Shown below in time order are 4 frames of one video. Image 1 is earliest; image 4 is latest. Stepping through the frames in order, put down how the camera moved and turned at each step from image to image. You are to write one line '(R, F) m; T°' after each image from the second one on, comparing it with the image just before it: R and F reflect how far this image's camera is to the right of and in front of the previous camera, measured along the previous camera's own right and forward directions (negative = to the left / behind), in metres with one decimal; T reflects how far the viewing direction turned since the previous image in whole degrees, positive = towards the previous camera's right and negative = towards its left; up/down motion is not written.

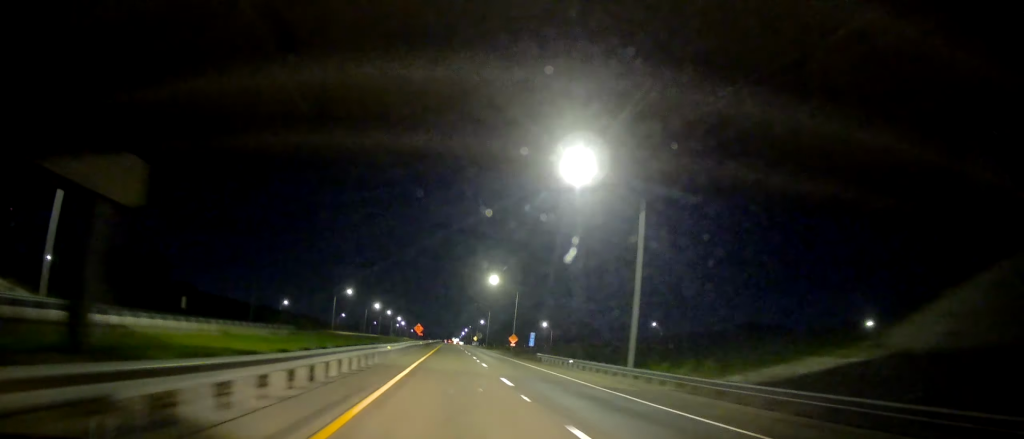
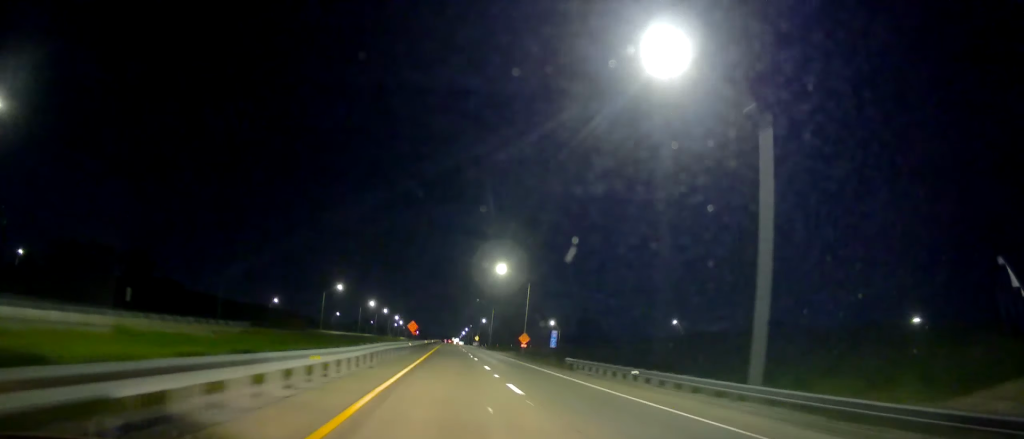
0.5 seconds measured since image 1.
(0.0, +15.2) m; -1°
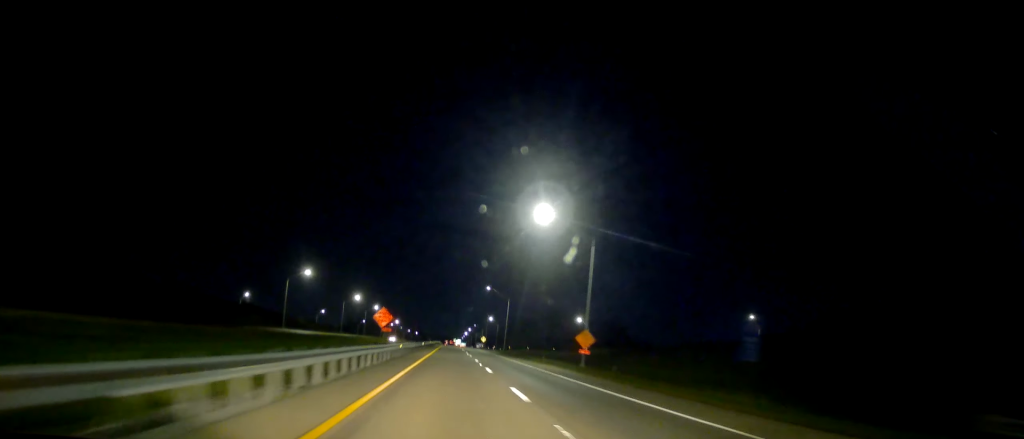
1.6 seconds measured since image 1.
(-0.5, +37.9) m; 0°
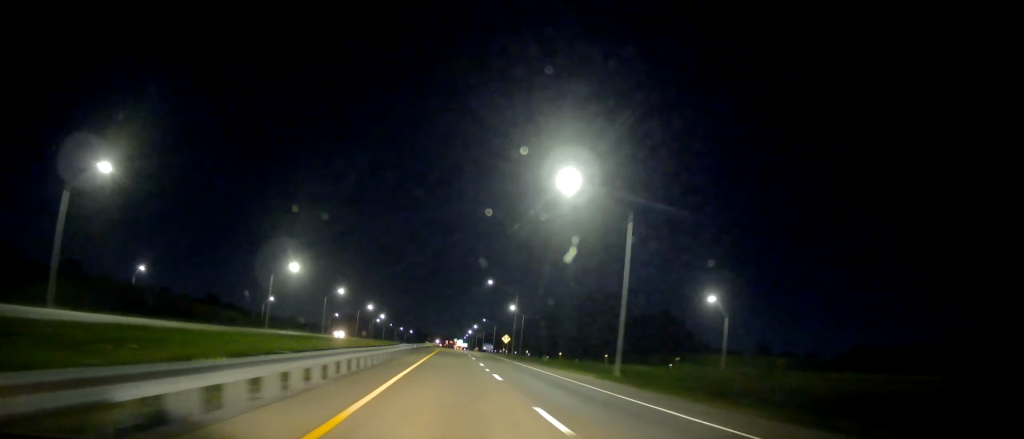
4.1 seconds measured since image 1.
(+0.9, +79.1) m; 0°
